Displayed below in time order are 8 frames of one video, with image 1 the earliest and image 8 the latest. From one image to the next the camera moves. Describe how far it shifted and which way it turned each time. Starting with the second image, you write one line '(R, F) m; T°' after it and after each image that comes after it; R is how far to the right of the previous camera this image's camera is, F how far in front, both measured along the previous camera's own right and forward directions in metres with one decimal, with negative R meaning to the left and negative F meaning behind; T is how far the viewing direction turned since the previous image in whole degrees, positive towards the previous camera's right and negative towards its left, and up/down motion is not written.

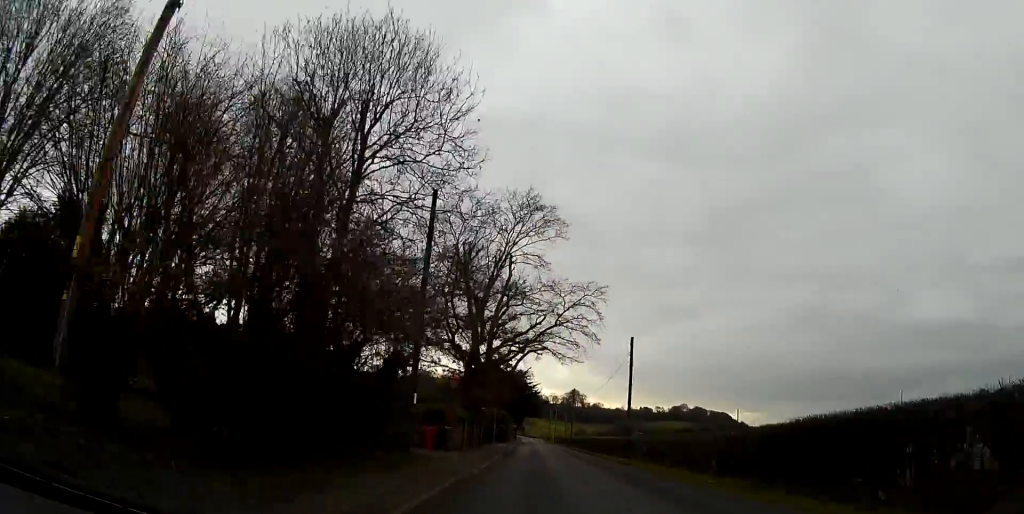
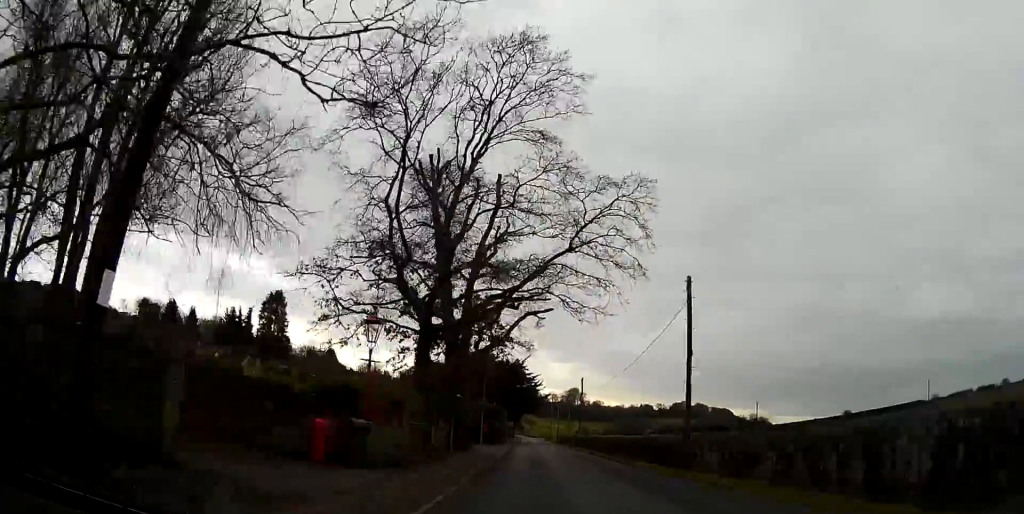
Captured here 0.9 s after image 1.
(-0.1, +14.4) m; -1°
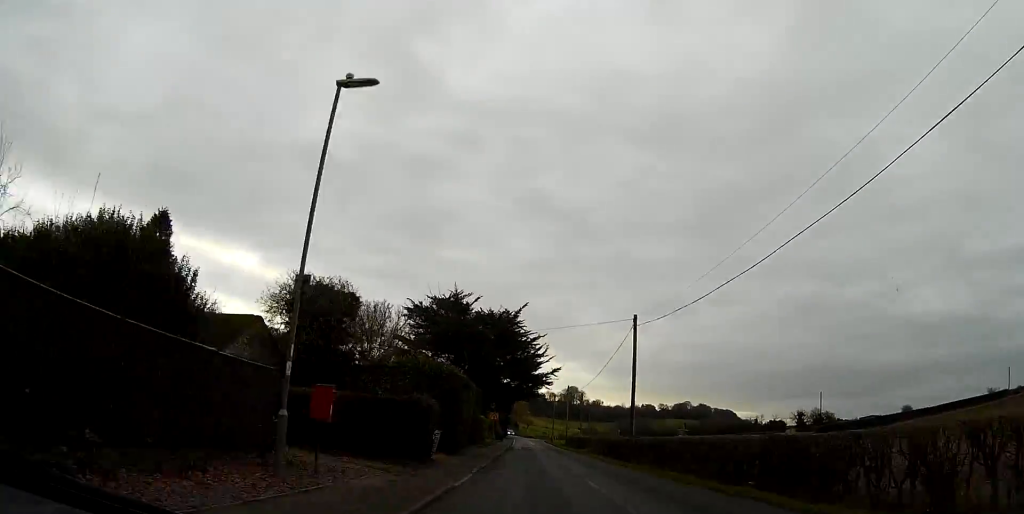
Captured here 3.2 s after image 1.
(-0.2, +34.5) m; 0°
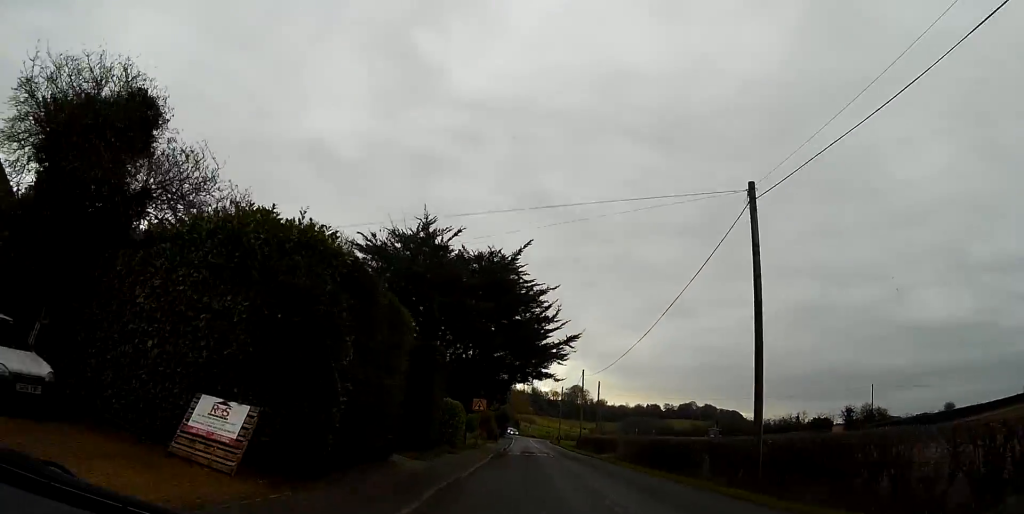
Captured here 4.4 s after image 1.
(0.0, +17.5) m; 0°
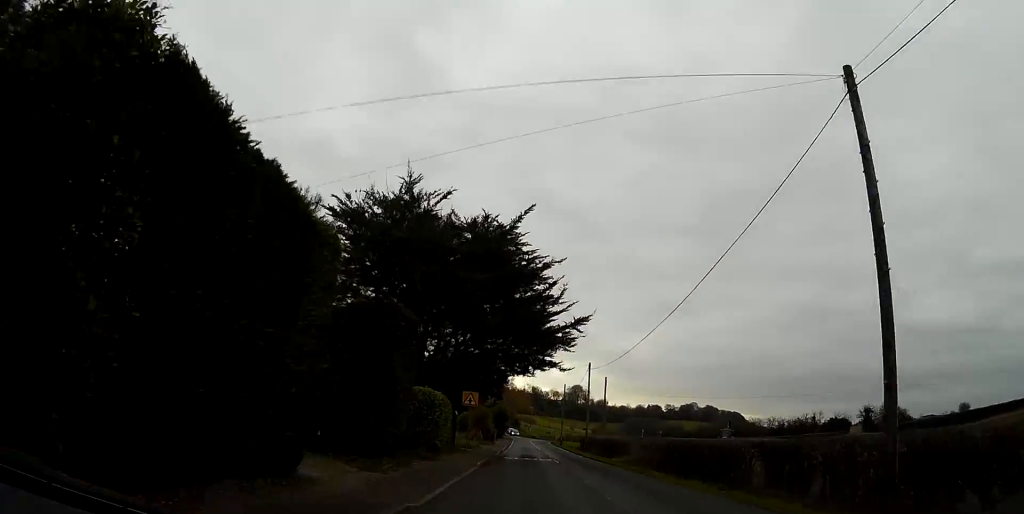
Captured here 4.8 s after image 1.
(0.0, +5.8) m; 0°
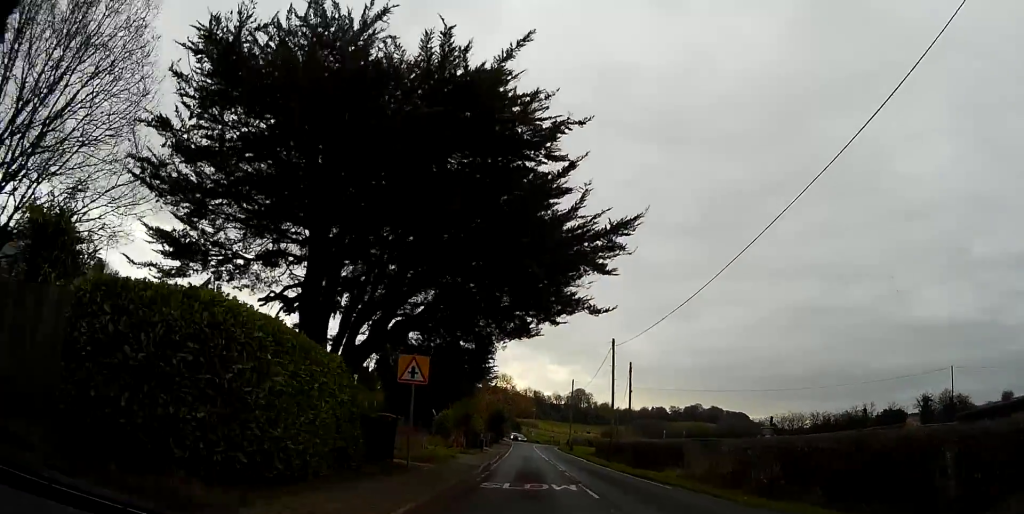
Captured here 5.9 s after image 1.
(-0.2, +14.8) m; -1°
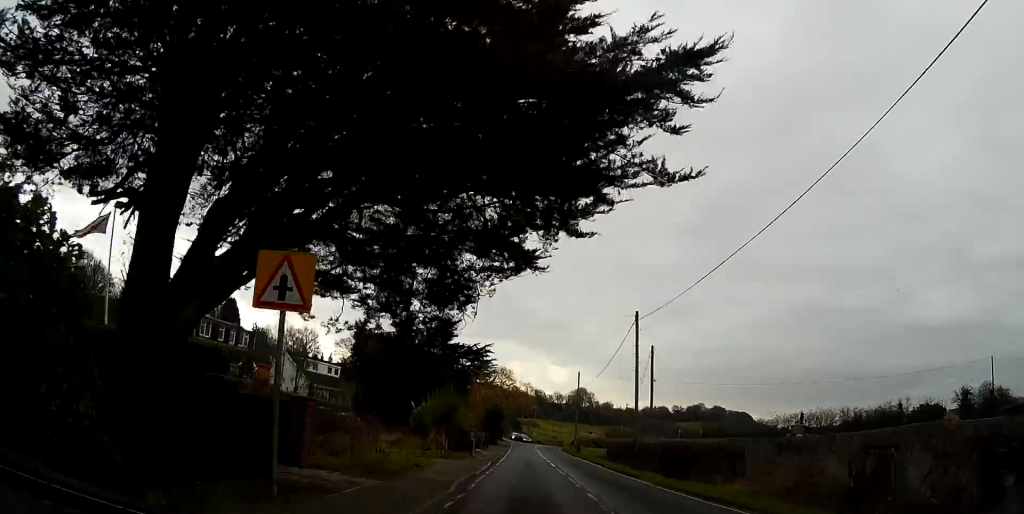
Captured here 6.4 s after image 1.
(0.0, +8.2) m; 0°
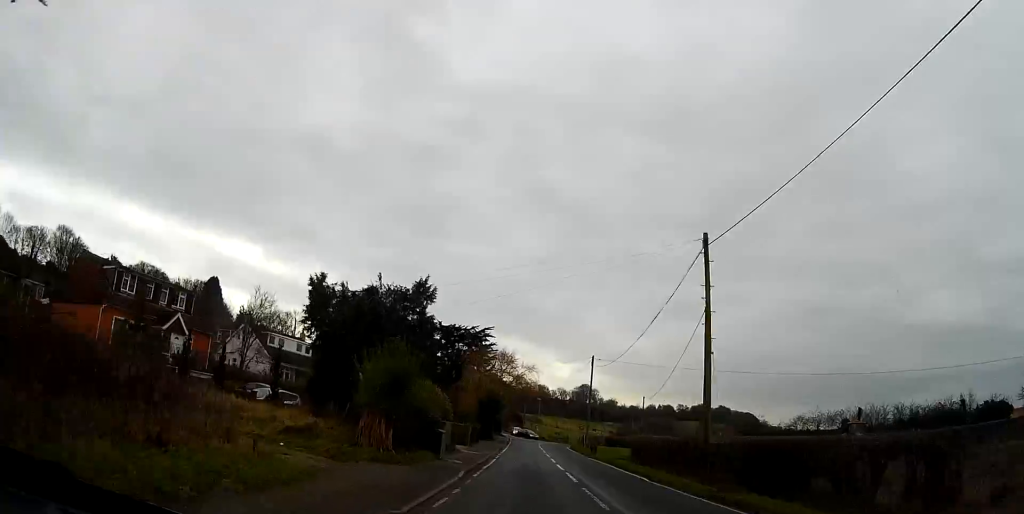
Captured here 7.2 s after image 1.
(+0.1, +11.7) m; +1°
